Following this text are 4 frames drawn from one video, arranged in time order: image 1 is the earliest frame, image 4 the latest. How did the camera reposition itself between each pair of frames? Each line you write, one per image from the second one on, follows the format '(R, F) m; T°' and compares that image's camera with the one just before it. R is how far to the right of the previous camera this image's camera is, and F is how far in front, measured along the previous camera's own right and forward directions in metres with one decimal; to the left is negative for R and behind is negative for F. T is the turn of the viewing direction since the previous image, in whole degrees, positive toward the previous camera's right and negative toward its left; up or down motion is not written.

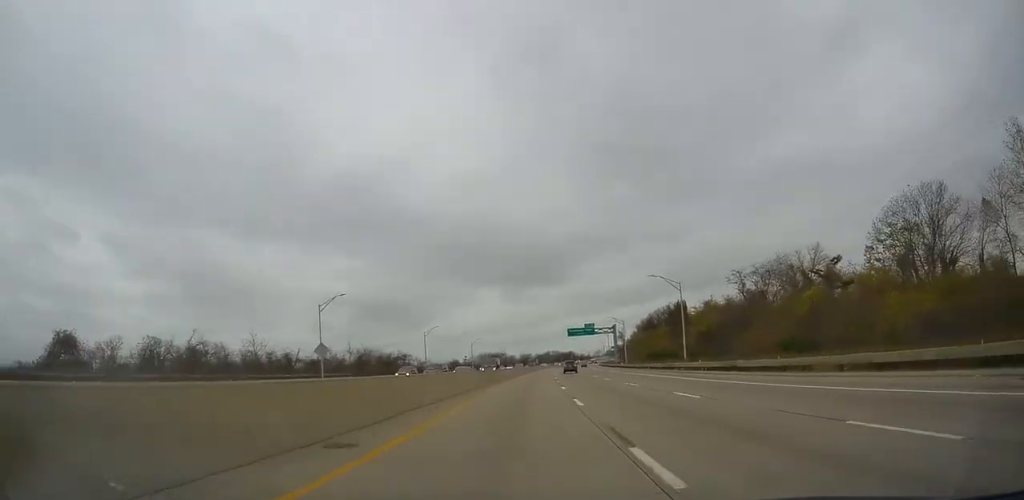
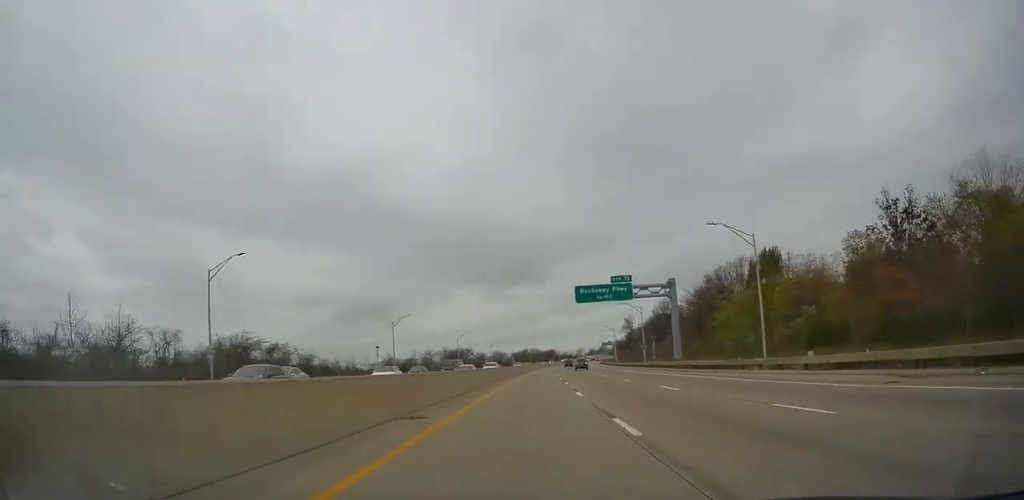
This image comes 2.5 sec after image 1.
(+1.5, +69.4) m; +2°
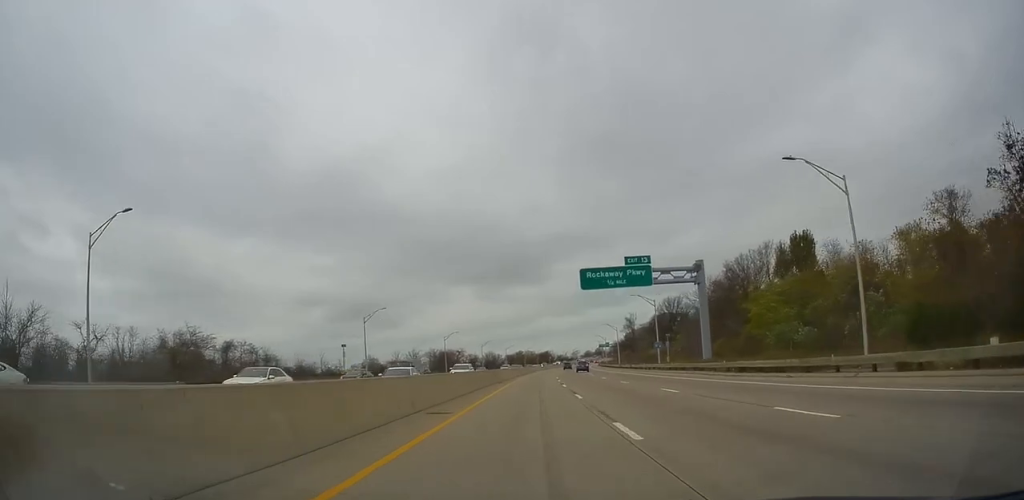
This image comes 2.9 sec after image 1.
(-0.3, +12.6) m; 0°
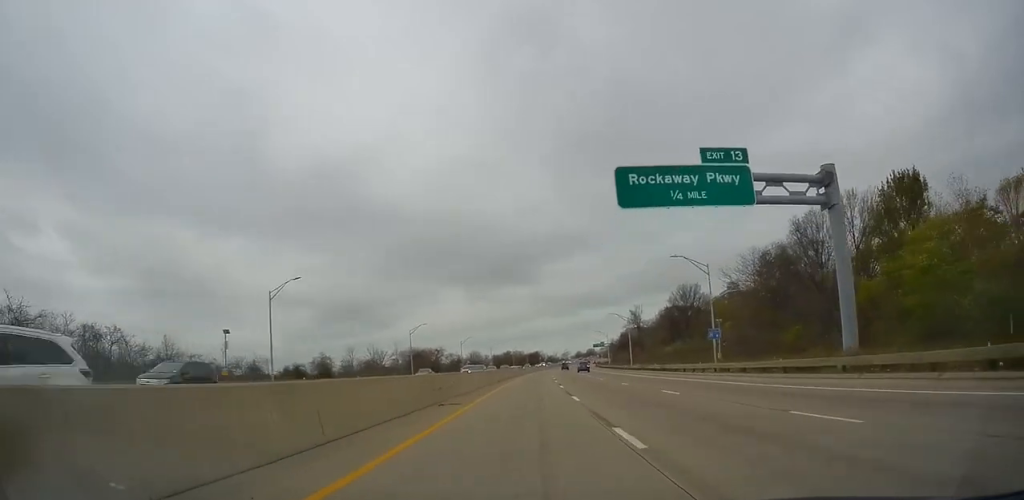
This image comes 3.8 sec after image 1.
(+0.1, +25.6) m; +1°
